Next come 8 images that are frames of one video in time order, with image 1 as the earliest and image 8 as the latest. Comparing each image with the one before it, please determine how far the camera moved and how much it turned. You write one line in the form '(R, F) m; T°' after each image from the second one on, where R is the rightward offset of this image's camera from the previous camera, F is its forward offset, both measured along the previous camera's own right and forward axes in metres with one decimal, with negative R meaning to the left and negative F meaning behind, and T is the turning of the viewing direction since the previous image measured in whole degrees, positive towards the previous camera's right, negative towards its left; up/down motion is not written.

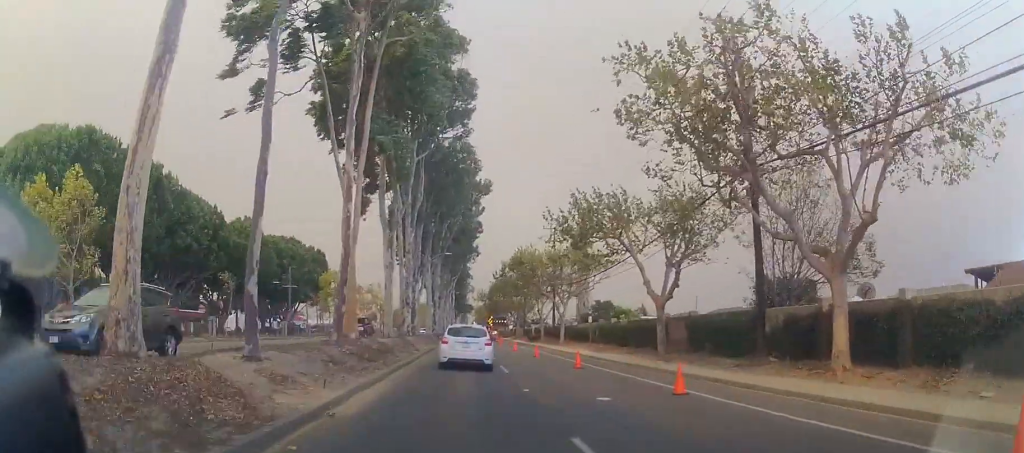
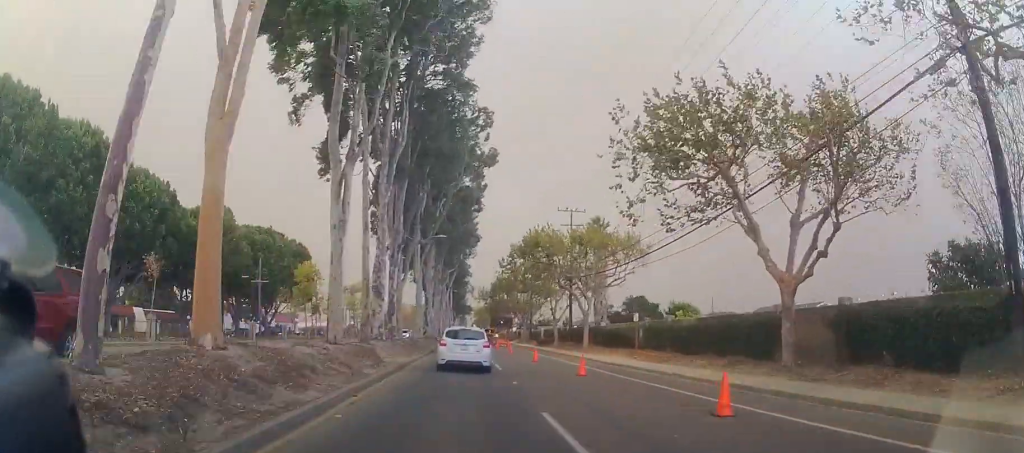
(-0.2, +12.4) m; -1°
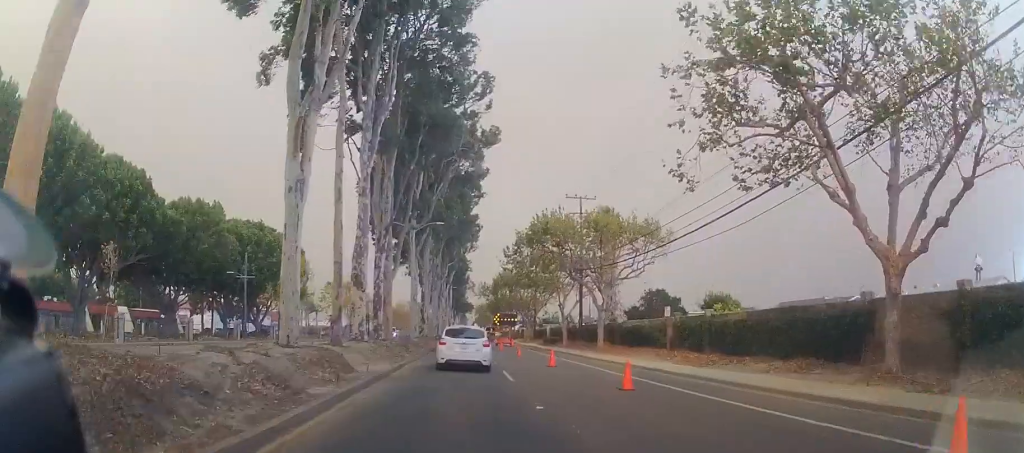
(0.0, +5.0) m; 0°
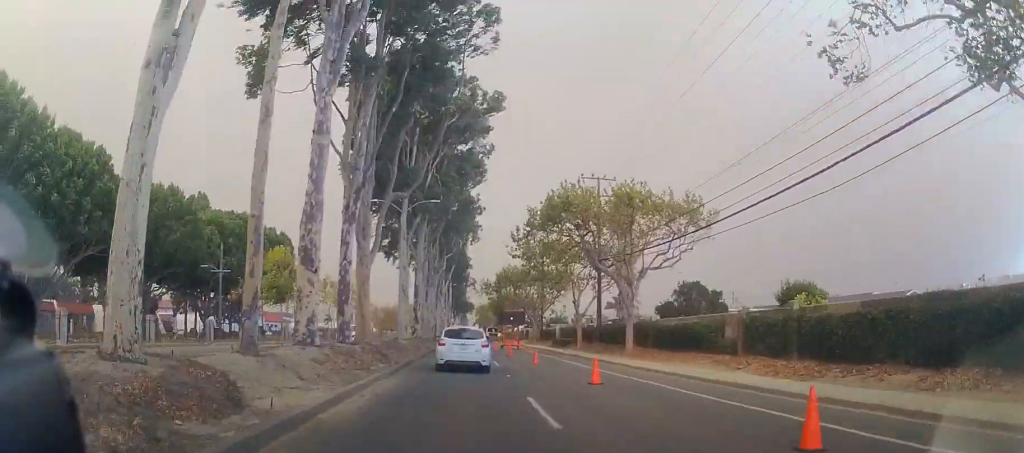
(0.0, +7.3) m; 0°
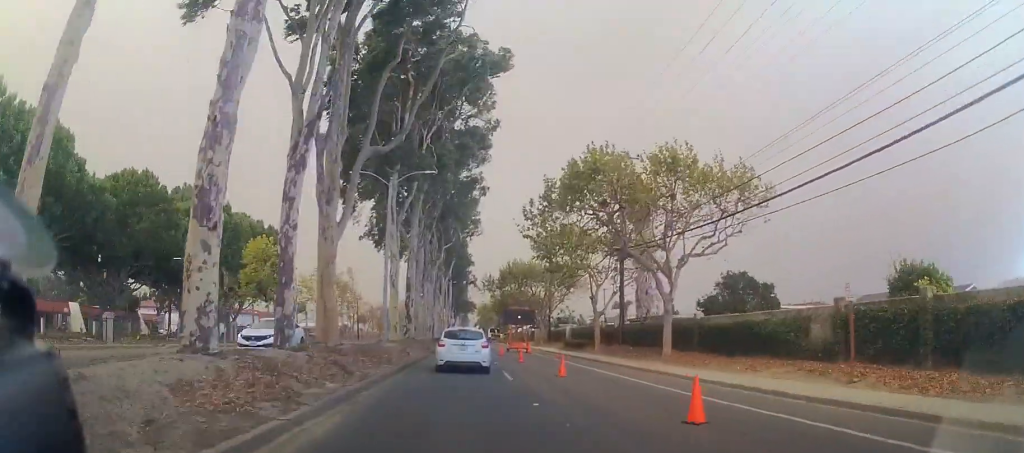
(0.0, +6.5) m; +1°
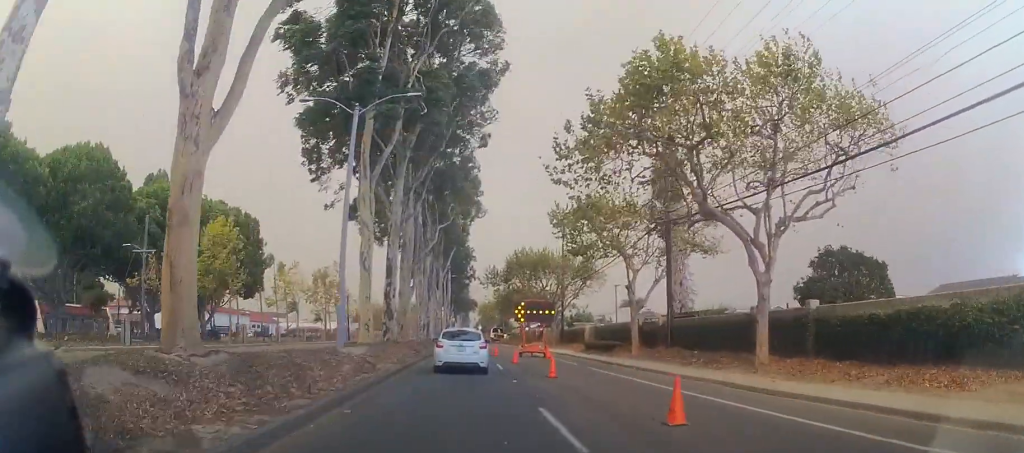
(+0.1, +9.6) m; +1°
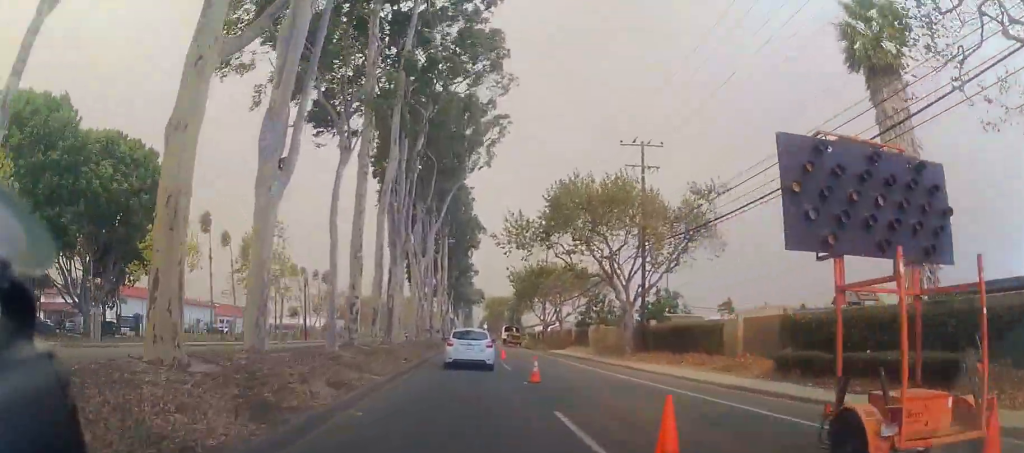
(-1.1, +29.4) m; -1°
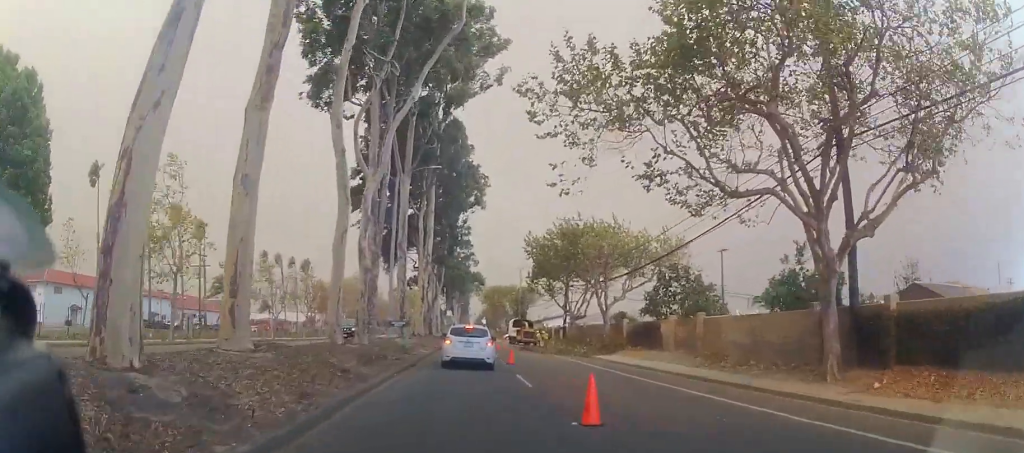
(+0.5, +21.0) m; +1°
